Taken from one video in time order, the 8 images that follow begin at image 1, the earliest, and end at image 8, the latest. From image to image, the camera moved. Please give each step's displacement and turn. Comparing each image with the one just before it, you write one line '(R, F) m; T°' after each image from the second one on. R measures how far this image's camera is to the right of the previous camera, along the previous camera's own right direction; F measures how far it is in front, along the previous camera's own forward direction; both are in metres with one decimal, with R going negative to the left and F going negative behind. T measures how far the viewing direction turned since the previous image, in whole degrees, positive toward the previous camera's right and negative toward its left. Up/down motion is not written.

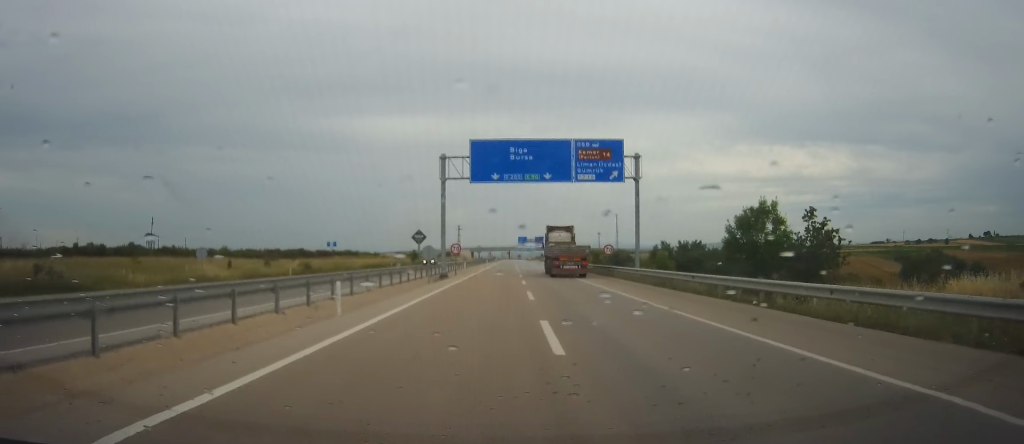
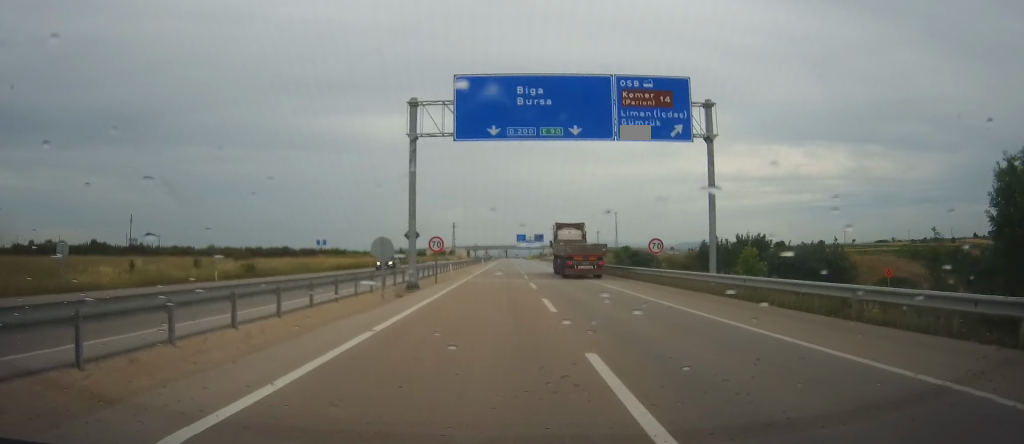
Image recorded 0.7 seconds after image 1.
(-0.1, +16.1) m; -1°
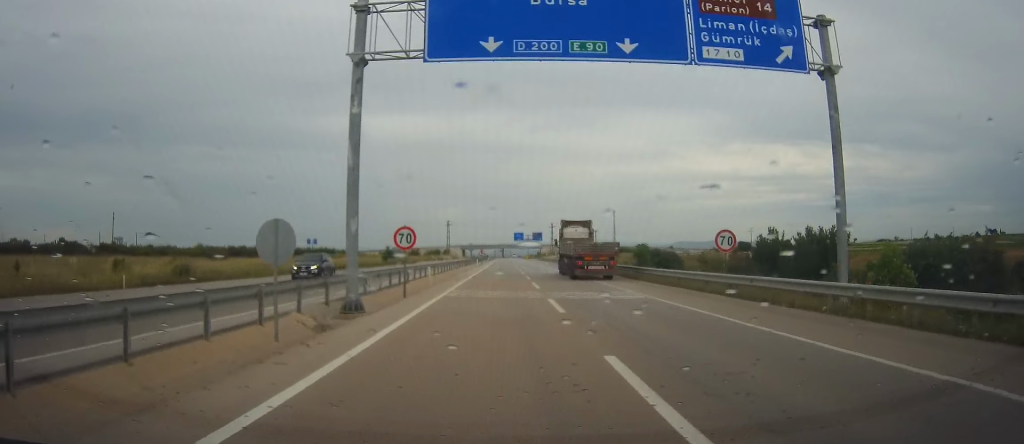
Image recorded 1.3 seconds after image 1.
(-0.2, +12.4) m; 0°
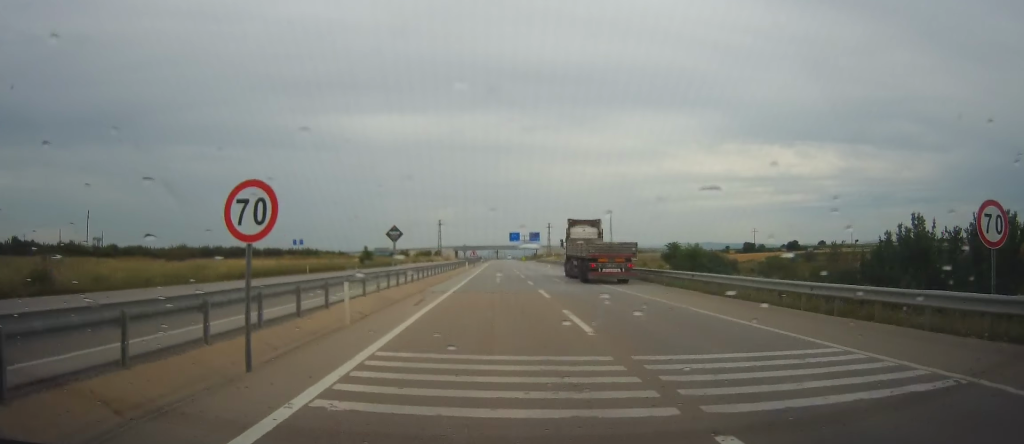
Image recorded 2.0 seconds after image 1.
(+0.2, +15.9) m; +1°
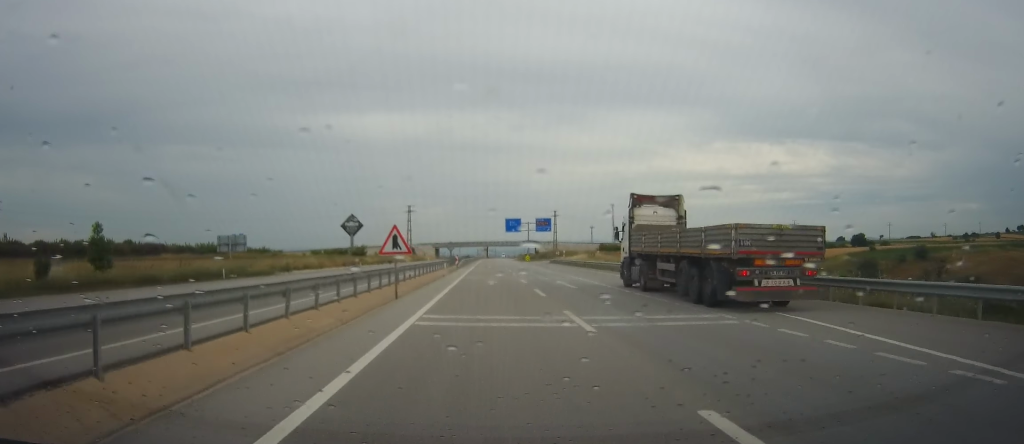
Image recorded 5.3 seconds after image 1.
(+0.9, +75.0) m; 0°
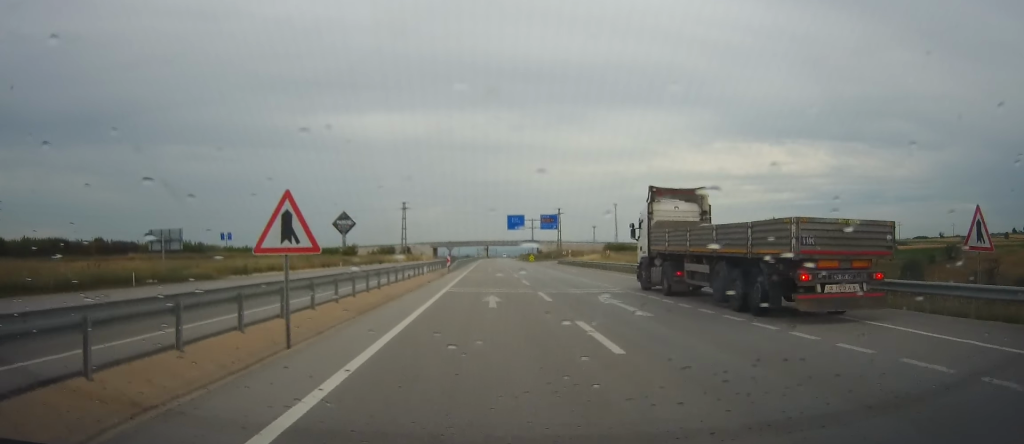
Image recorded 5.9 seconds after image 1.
(+0.1, +13.5) m; +1°
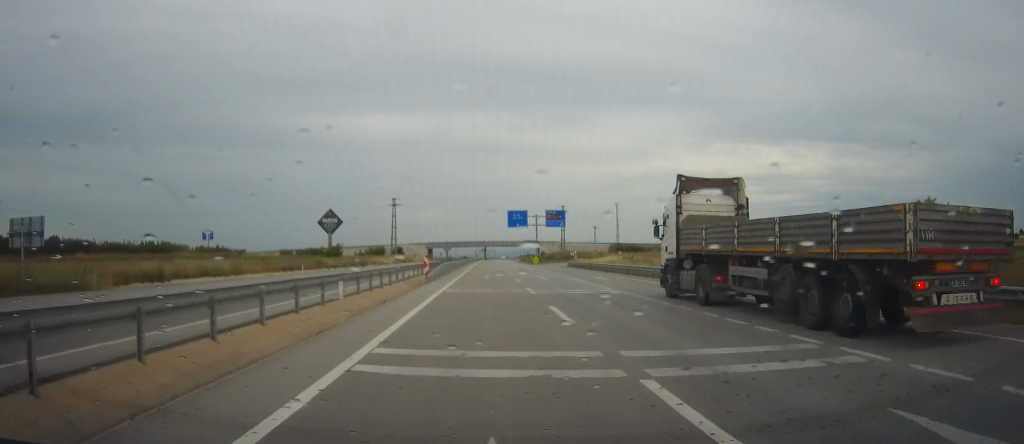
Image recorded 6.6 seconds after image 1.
(+0.3, +17.6) m; +1°
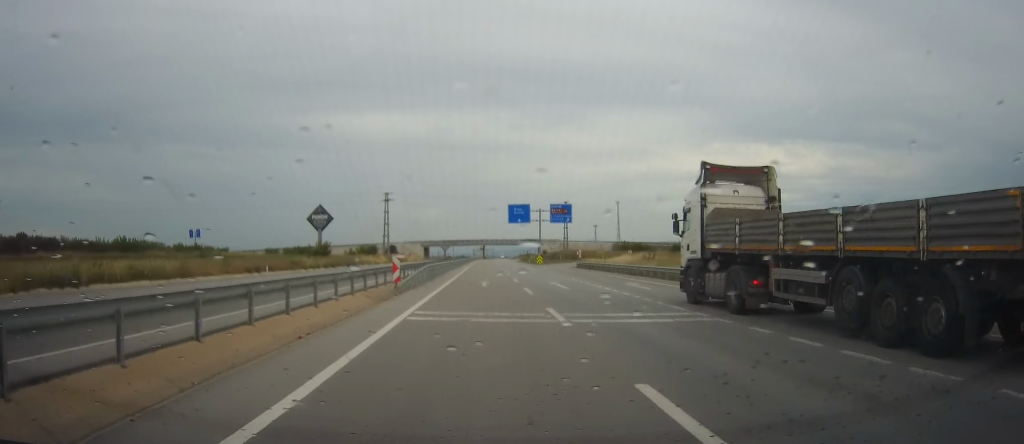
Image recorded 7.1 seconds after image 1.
(0.0, +10.9) m; -1°
